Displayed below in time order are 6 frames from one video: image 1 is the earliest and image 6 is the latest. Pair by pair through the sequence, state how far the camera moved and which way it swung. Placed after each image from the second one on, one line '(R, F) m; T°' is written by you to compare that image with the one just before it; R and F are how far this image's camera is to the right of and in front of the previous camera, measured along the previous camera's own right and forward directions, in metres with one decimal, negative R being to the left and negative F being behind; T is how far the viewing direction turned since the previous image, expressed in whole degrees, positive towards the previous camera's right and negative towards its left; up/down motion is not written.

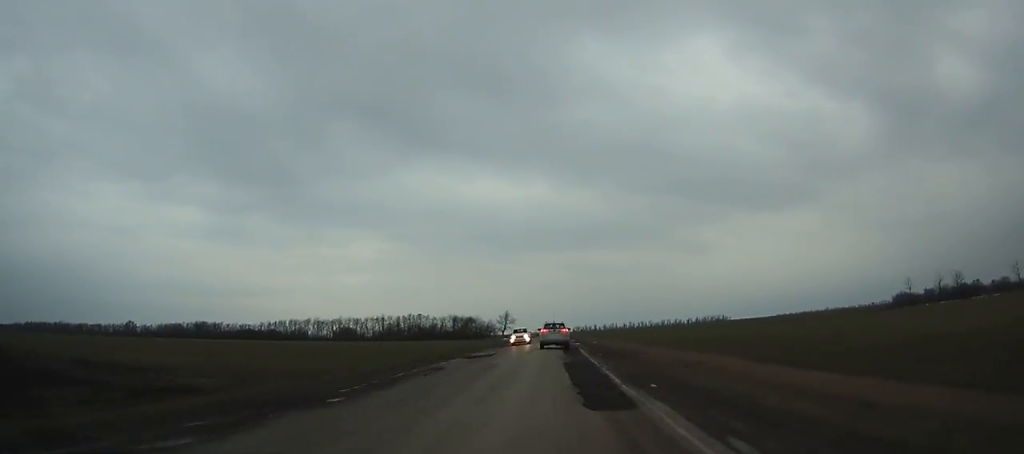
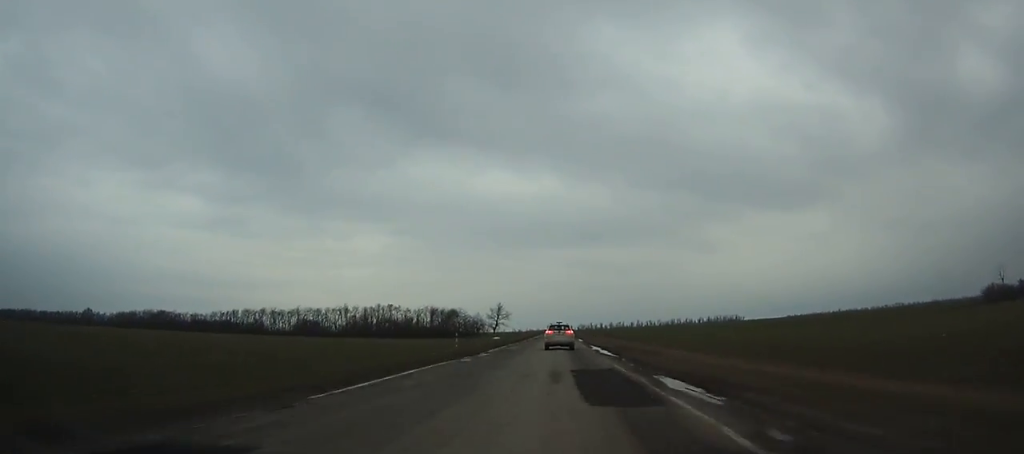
(0.0, +54.7) m; 0°
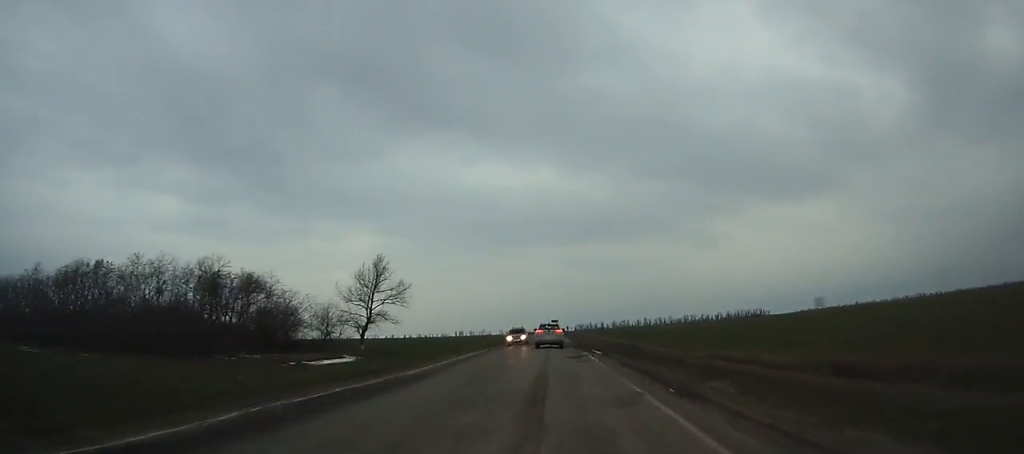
(+0.4, +142.4) m; 0°
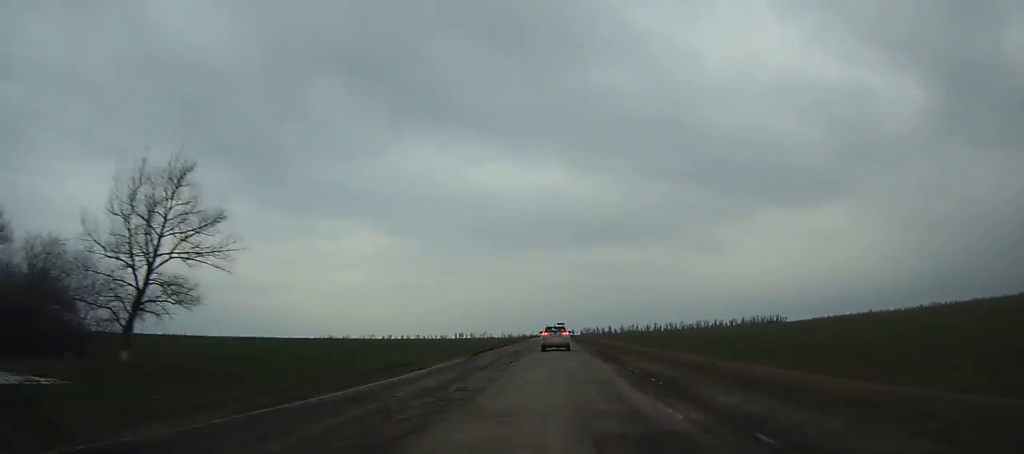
(0.0, +45.1) m; 0°
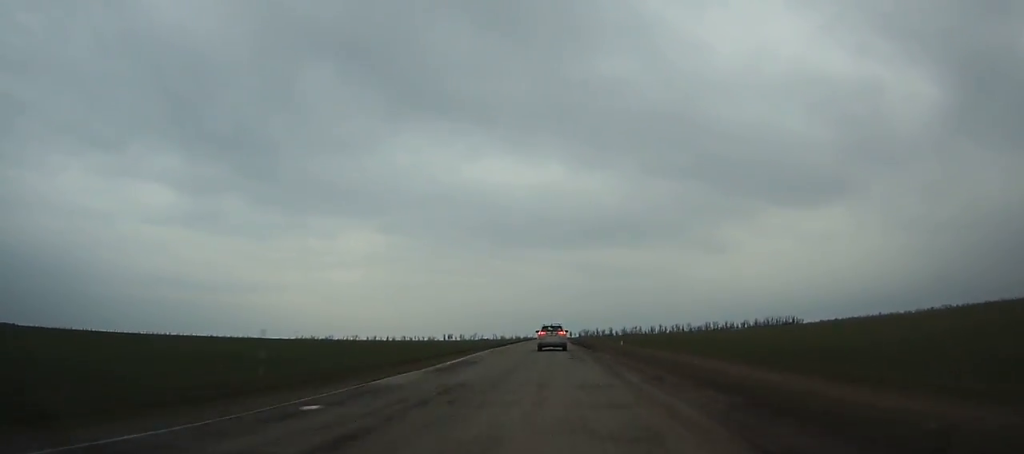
(+0.2, +65.3) m; 0°
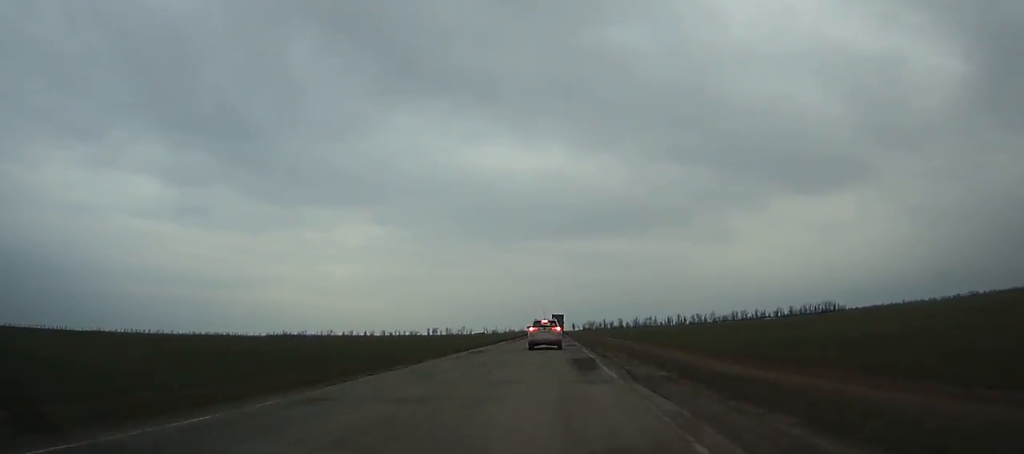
(0.0, +107.0) m; 0°
